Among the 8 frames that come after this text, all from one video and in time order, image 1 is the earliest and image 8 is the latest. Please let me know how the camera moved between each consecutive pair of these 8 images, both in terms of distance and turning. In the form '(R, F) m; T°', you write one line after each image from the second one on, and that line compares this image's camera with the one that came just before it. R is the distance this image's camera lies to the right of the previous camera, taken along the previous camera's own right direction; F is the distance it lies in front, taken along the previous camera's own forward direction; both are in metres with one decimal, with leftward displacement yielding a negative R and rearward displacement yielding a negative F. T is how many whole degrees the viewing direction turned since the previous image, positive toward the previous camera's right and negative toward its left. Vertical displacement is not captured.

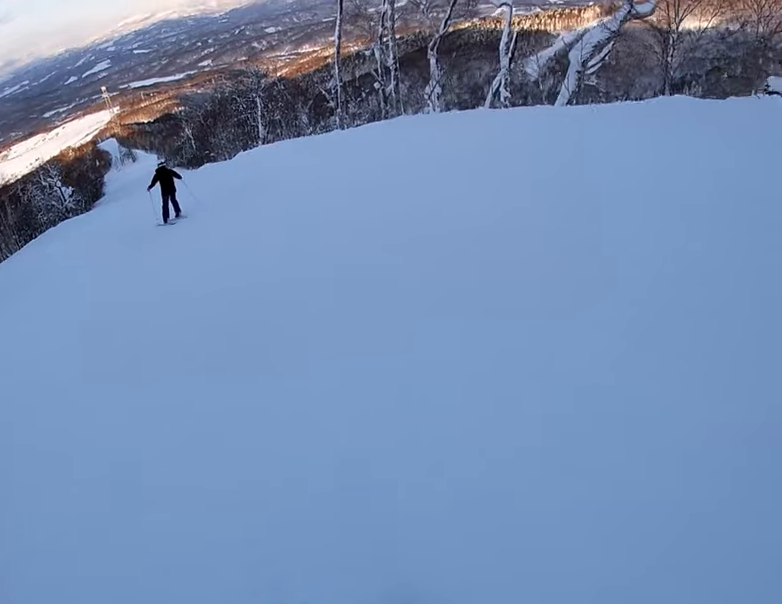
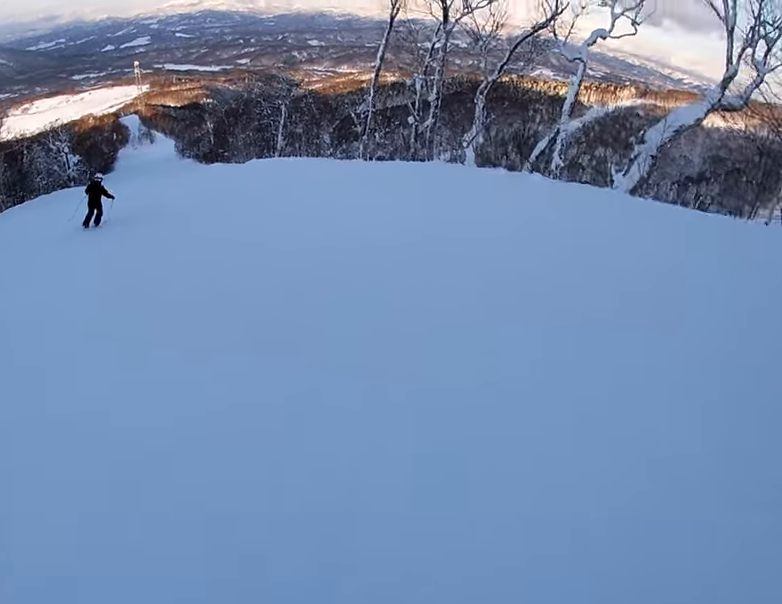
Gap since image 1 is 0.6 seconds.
(+0.4, +3.1) m; -5°
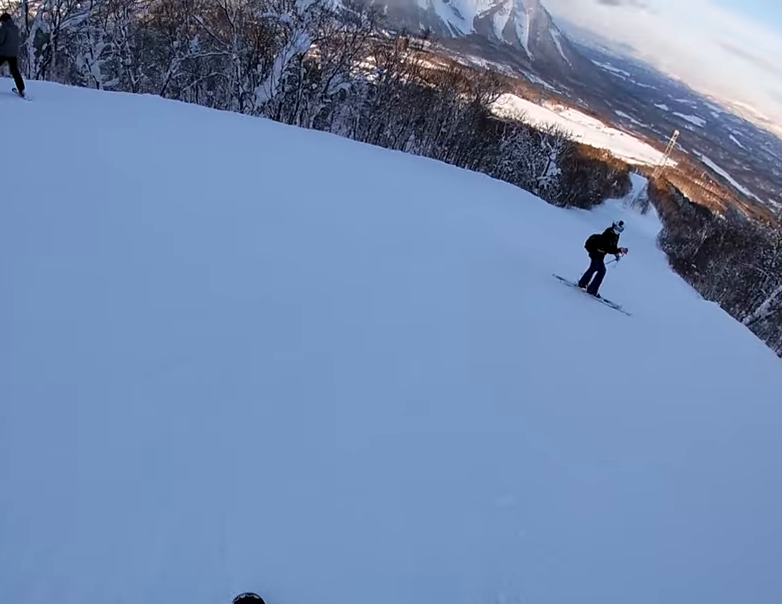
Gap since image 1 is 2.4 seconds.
(-3.2, +8.5) m; -48°
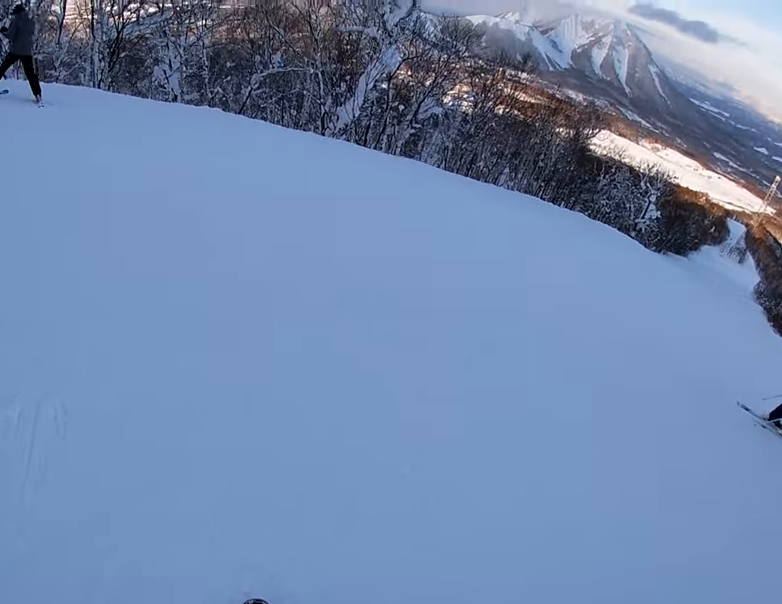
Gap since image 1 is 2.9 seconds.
(-0.3, +2.3) m; -12°
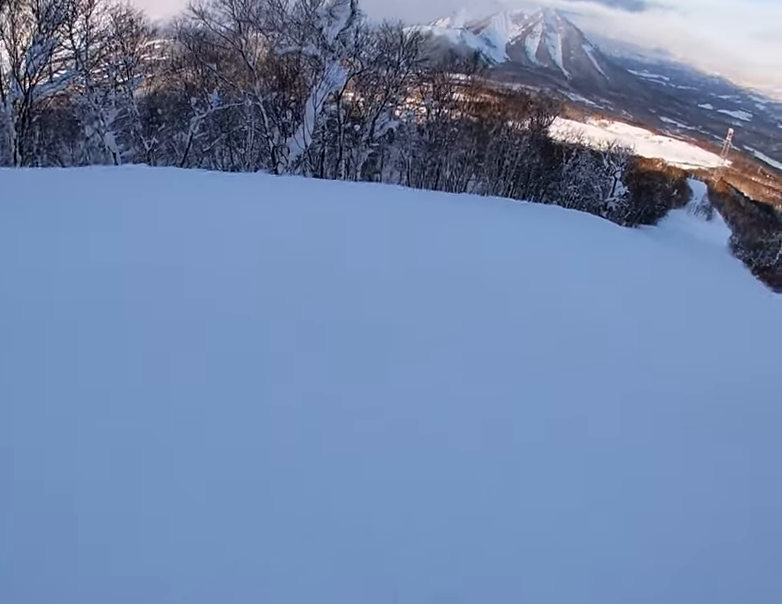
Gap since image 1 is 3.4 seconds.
(-0.3, +2.4) m; +7°
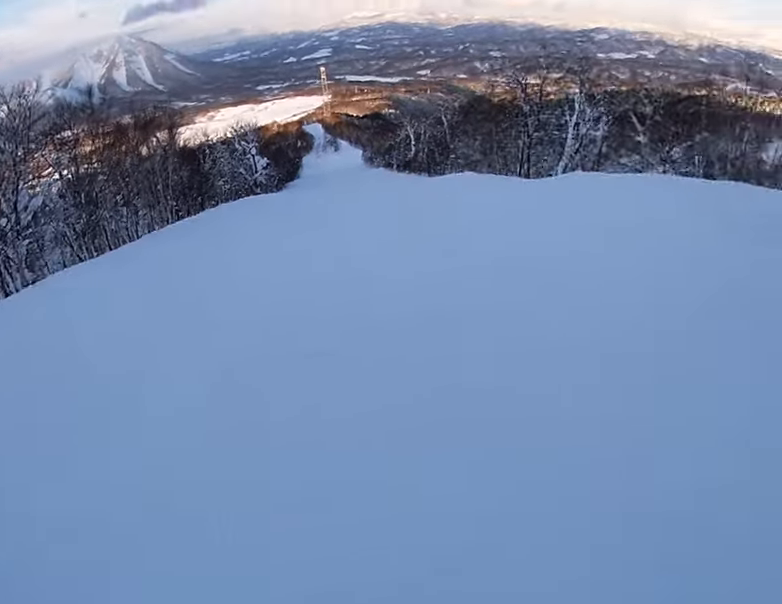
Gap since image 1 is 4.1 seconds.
(-0.1, +2.7) m; +17°
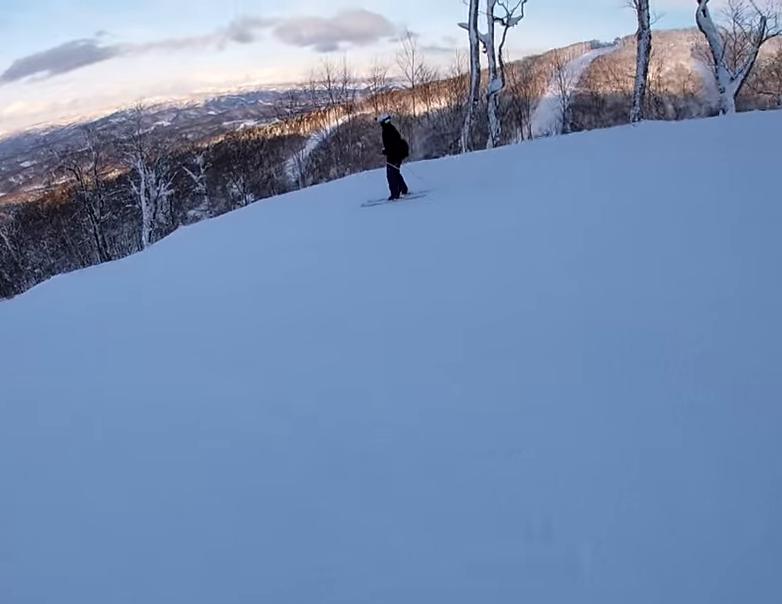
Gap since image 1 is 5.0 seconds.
(+1.4, +3.0) m; +32°
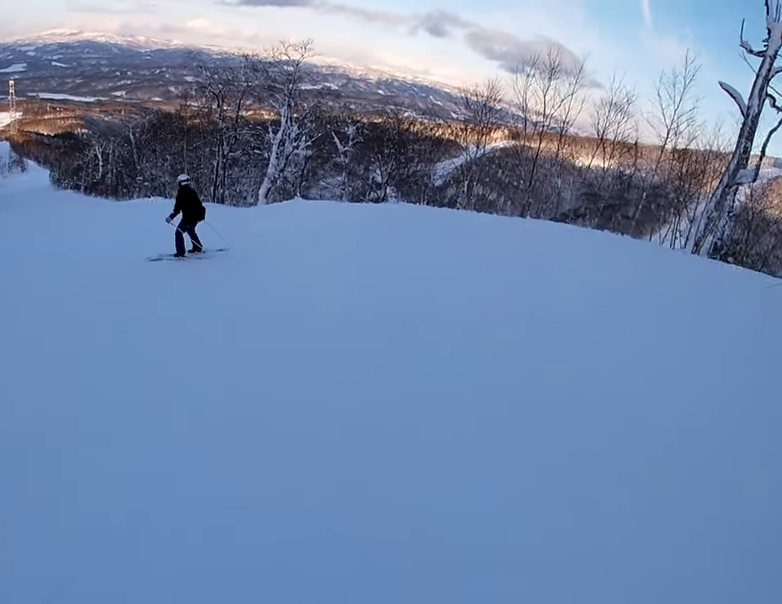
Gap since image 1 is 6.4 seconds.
(+1.3, +4.6) m; +26°
